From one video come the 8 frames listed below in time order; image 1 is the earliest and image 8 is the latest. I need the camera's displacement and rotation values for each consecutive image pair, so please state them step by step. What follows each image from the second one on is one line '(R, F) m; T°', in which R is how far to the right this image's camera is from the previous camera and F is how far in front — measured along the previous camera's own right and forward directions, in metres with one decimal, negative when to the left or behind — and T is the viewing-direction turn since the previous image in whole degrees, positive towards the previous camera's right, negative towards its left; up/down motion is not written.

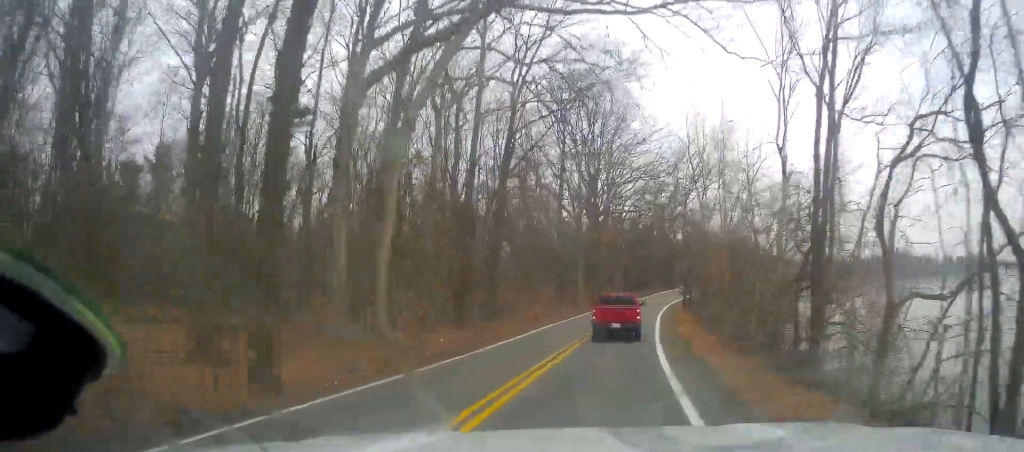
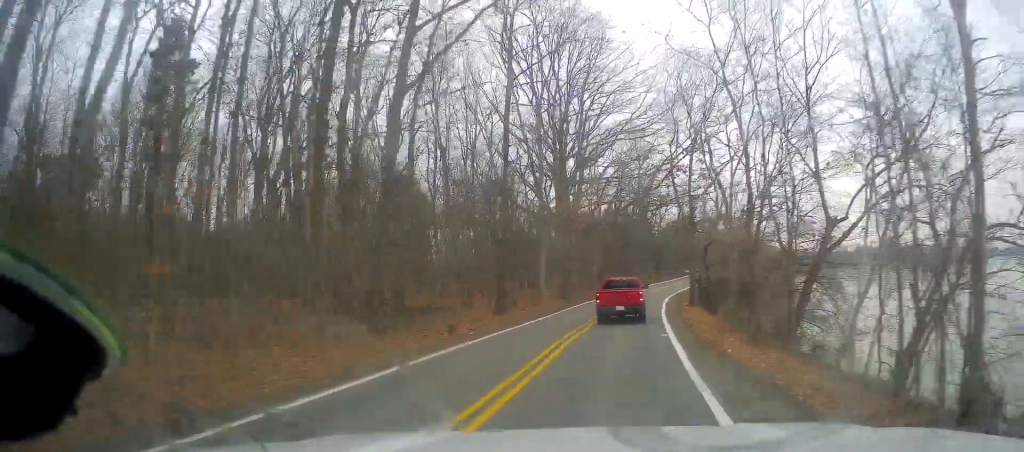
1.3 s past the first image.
(0.0, +16.5) m; +2°
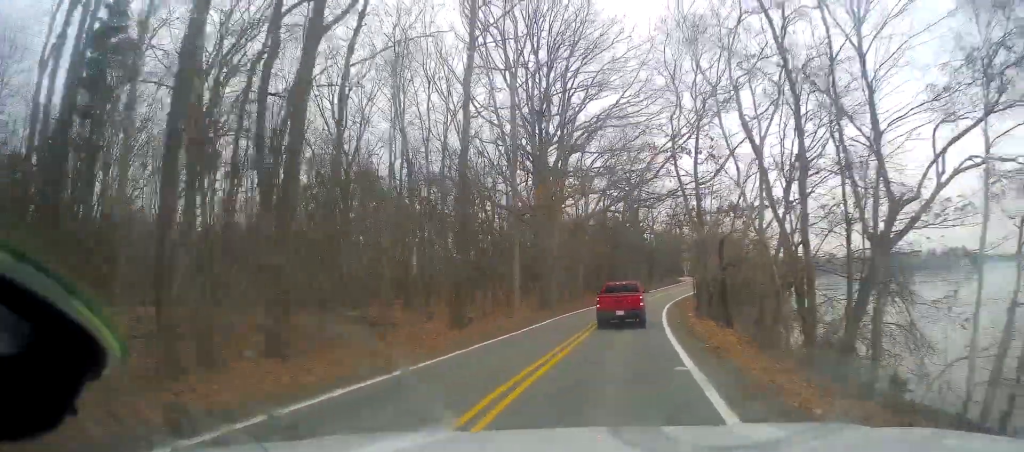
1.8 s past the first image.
(0.0, +6.8) m; +2°
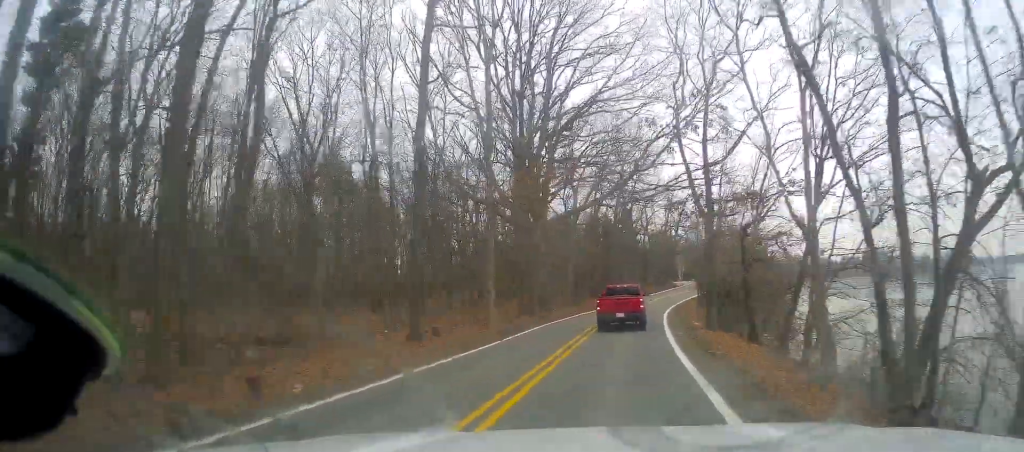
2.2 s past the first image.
(+0.1, +5.2) m; +1°
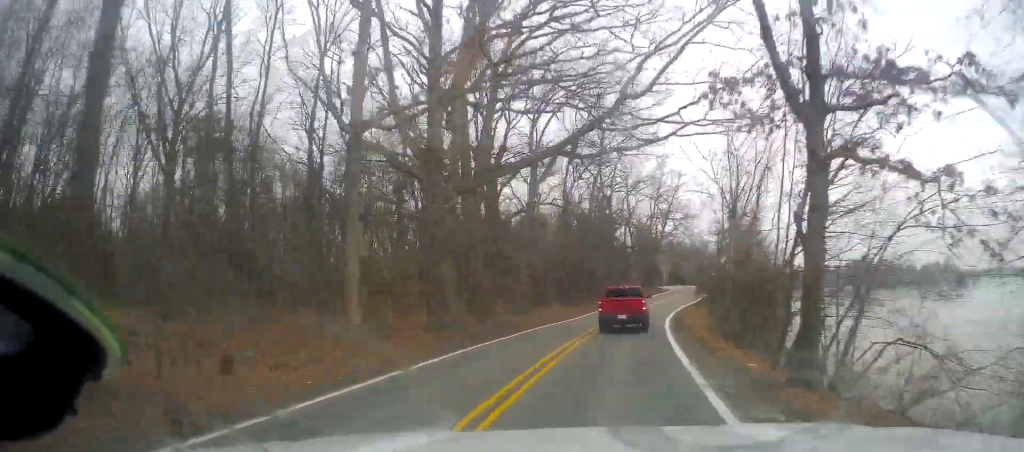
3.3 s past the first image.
(+0.4, +14.8) m; +3°
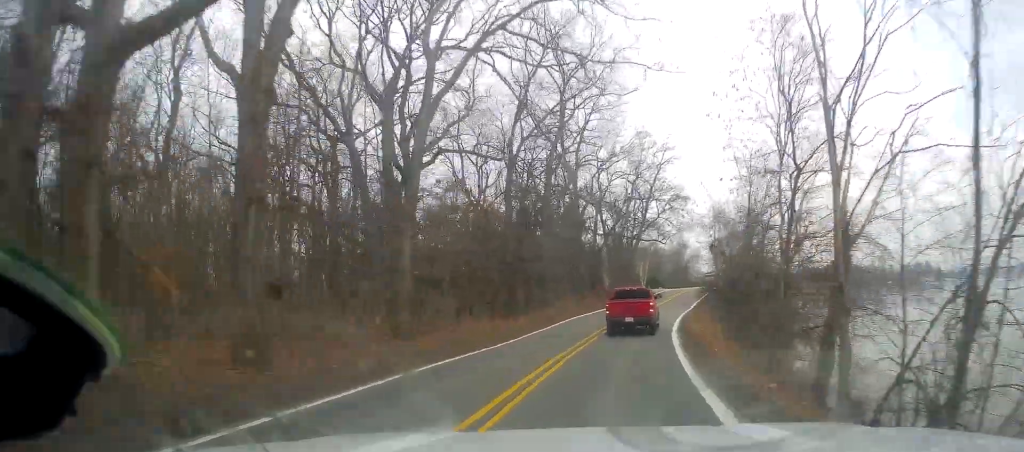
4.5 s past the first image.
(+0.4, +16.8) m; +3°
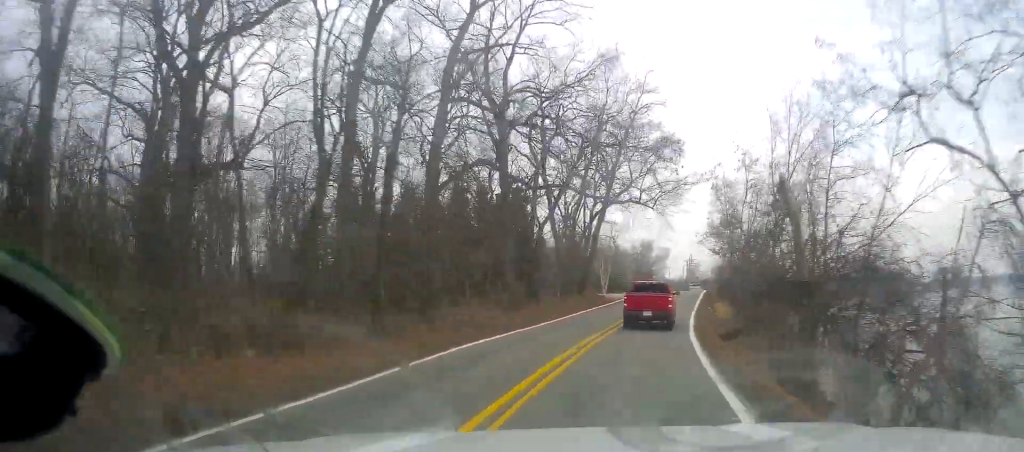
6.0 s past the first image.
(+0.5, +21.0) m; +4°
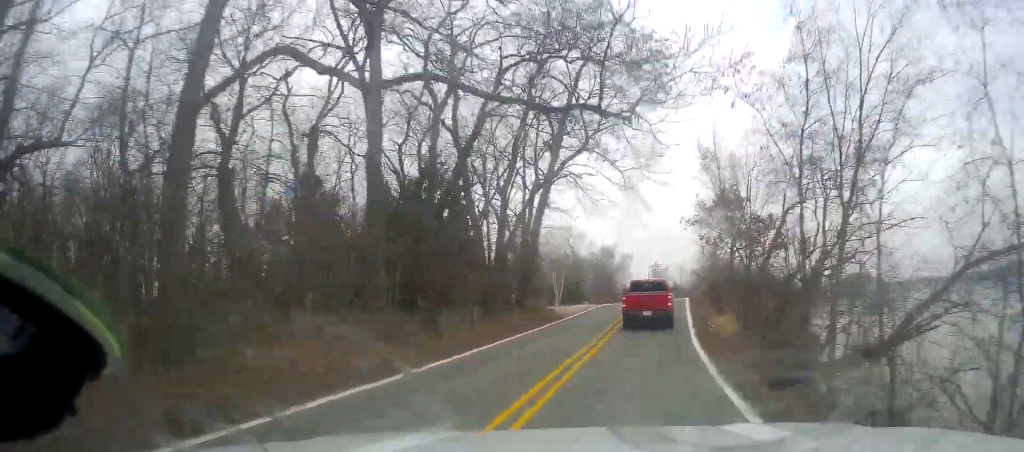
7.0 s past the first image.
(+0.6, +14.2) m; +5°
